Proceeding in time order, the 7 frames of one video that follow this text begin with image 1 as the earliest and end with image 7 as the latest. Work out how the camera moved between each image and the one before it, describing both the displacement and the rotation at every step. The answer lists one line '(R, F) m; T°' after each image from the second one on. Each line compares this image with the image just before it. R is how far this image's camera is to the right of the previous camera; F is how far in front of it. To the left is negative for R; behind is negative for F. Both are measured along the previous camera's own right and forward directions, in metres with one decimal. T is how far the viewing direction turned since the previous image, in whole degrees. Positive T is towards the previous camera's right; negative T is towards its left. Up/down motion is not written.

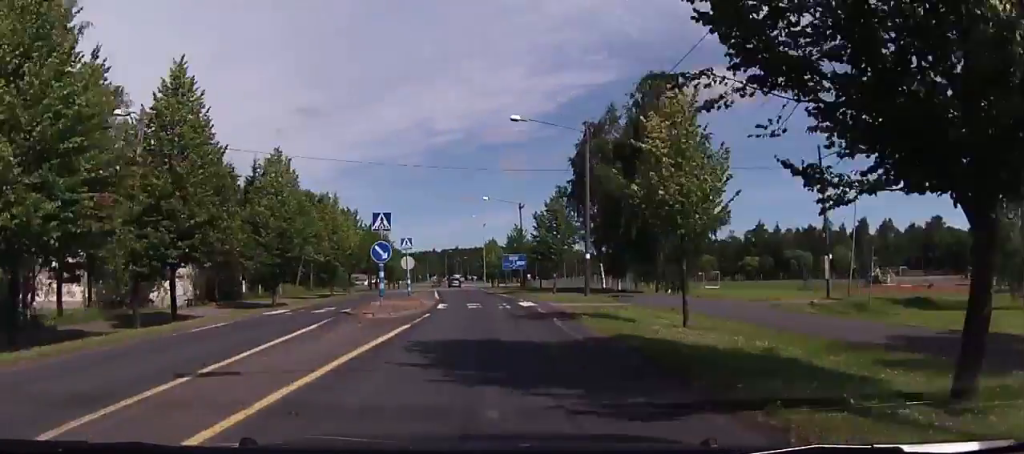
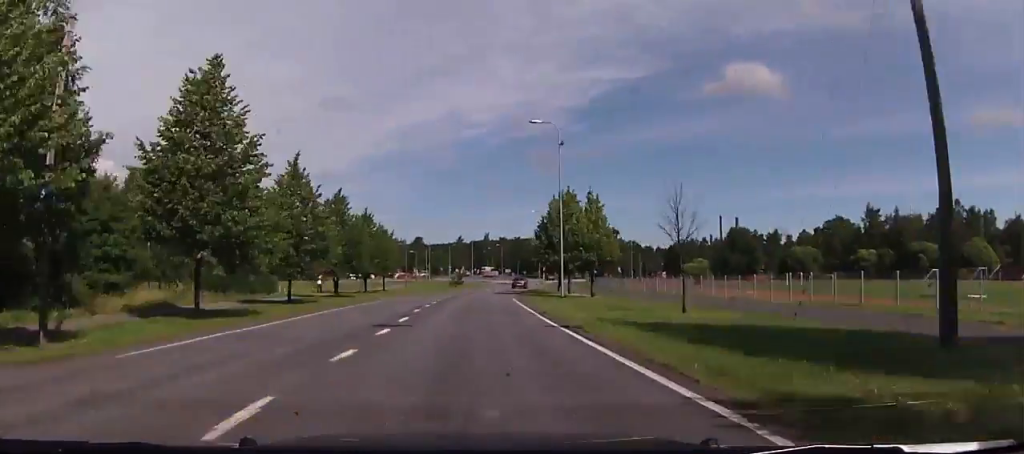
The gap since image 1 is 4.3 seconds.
(-0.3, +54.6) m; 0°
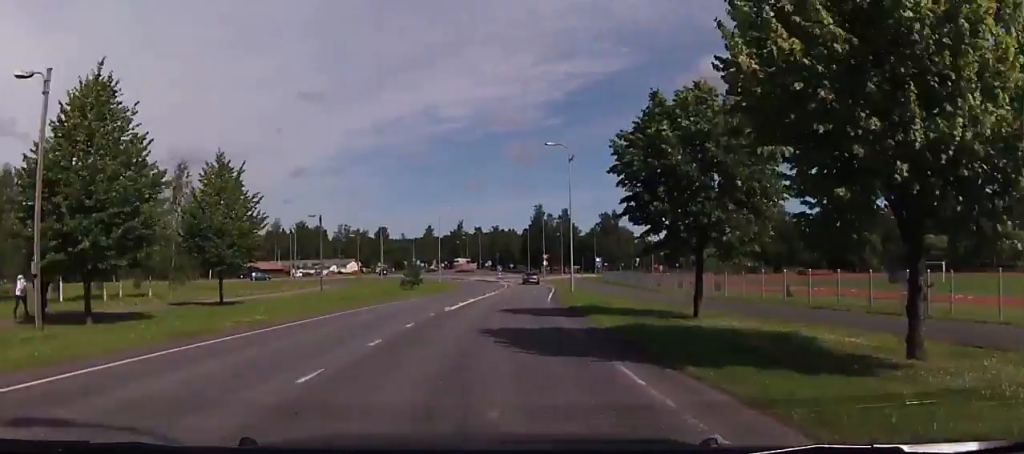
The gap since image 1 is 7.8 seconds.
(+0.5, +41.1) m; +3°
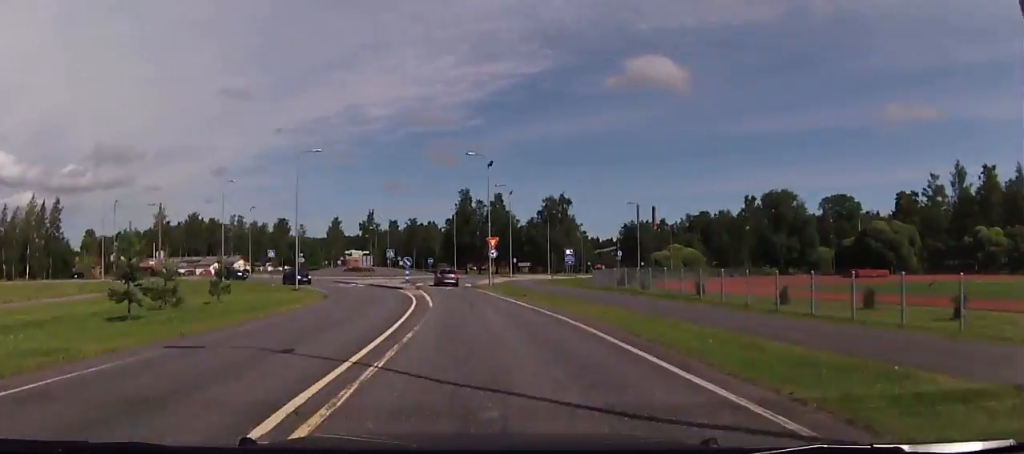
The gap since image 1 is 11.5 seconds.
(+1.6, +39.1) m; +2°
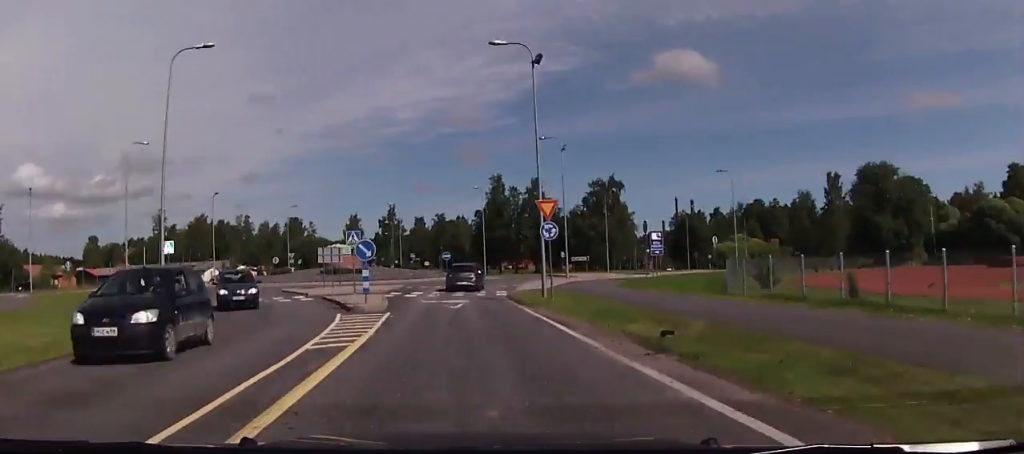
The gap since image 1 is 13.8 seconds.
(0.0, +22.2) m; +2°
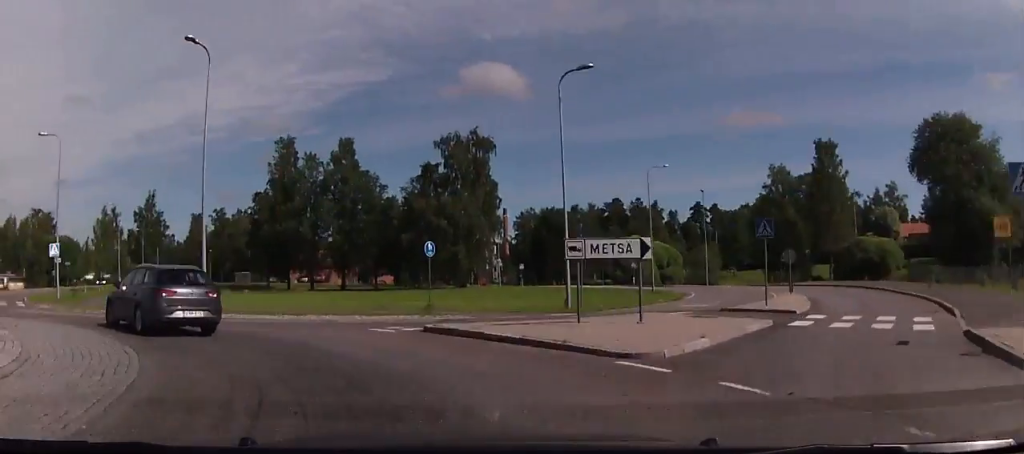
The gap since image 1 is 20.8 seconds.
(+1.3, +56.3) m; -9°
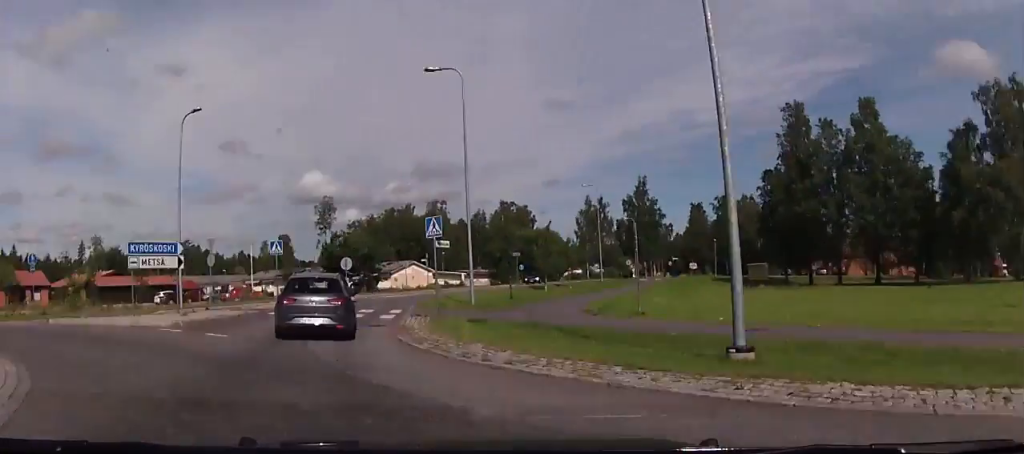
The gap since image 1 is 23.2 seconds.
(-3.0, +16.3) m; -12°
